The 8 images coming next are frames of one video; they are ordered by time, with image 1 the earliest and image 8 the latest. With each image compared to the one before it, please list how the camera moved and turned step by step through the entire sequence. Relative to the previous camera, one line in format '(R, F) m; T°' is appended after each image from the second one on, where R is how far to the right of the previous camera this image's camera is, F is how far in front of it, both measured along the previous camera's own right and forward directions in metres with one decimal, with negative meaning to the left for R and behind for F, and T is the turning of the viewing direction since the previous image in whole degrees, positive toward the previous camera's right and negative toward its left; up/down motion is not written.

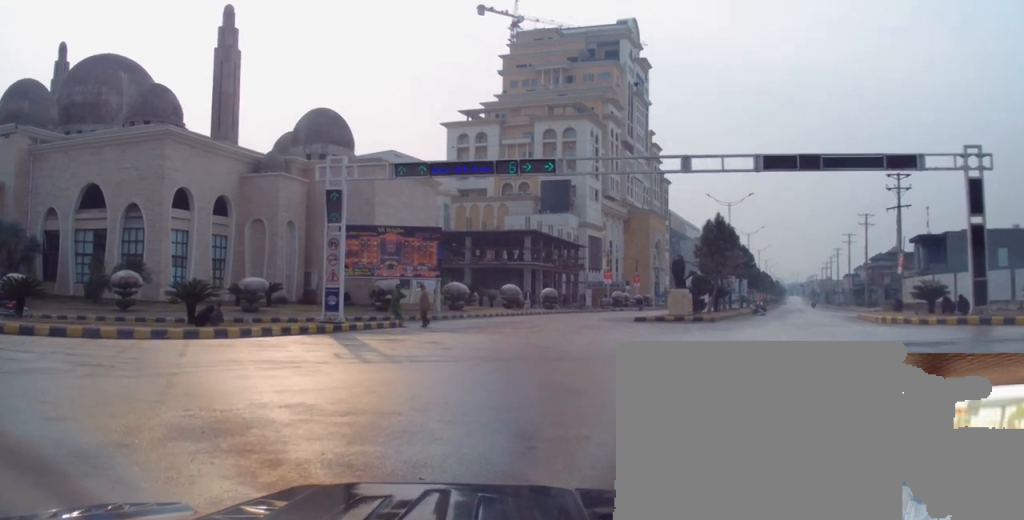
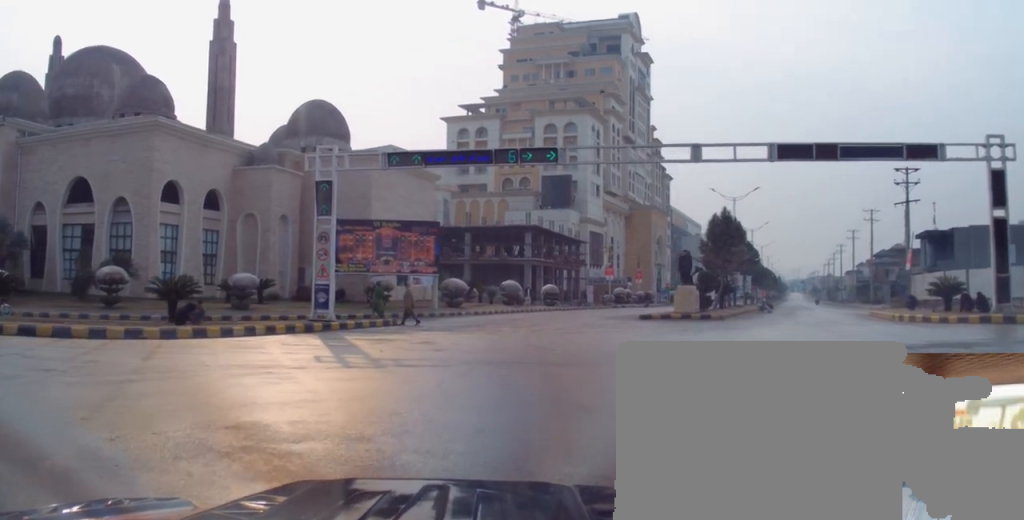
(0.0, +1.6) m; 0°
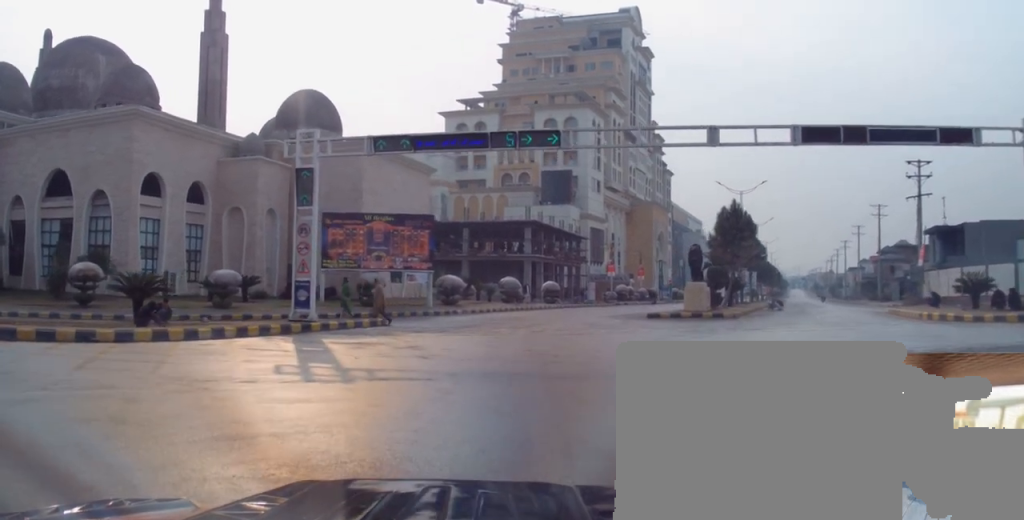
(0.0, +2.3) m; -1°
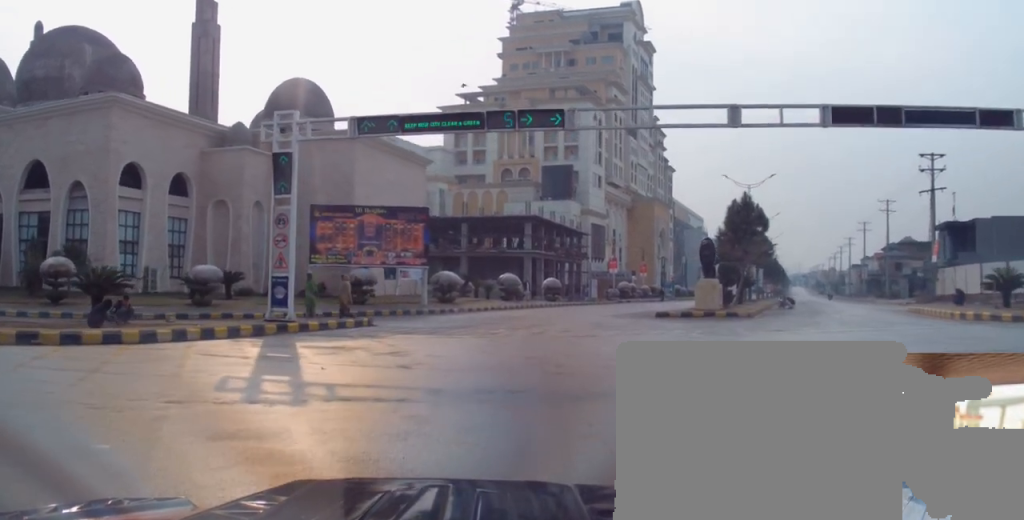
(+0.1, +2.3) m; -3°
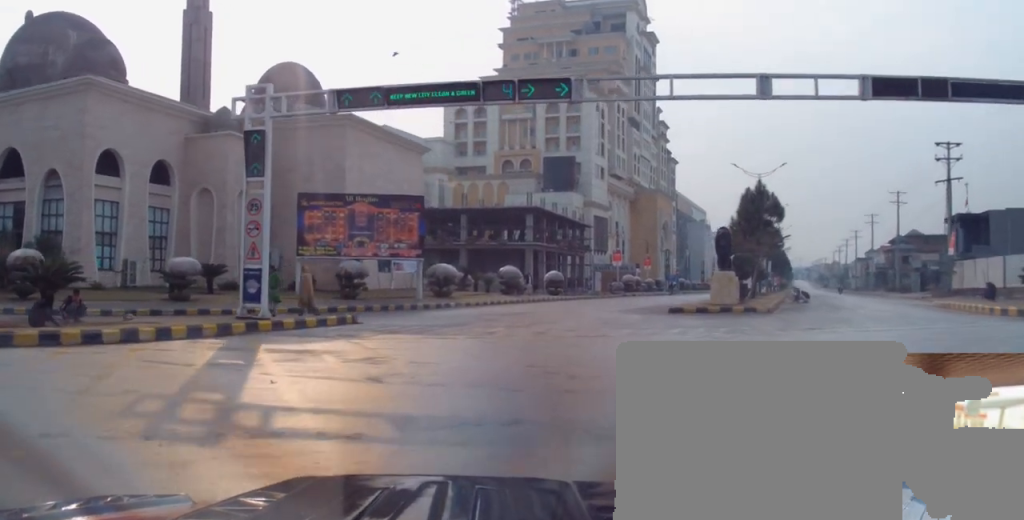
(-0.1, +2.3) m; +3°
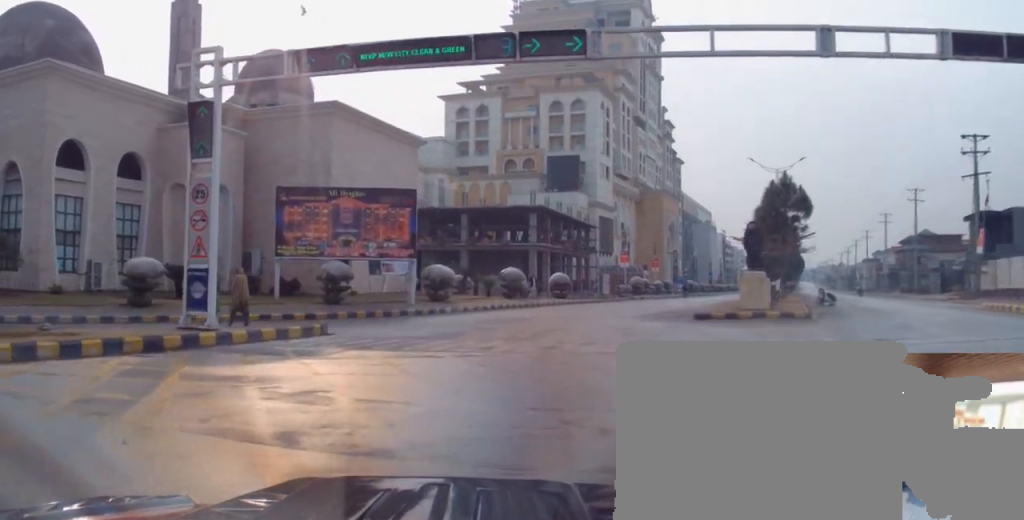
(+0.1, +3.4) m; +7°
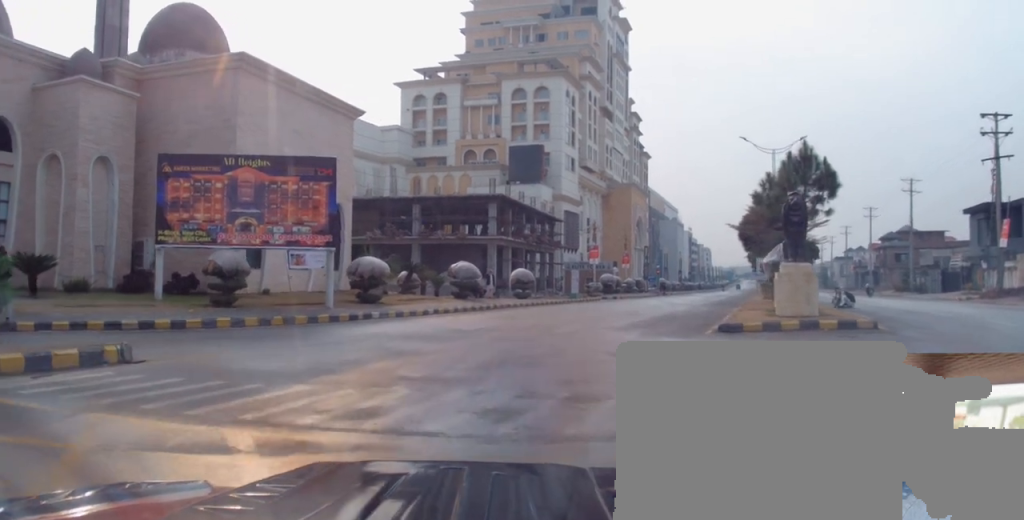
(+0.3, +7.5) m; -4°
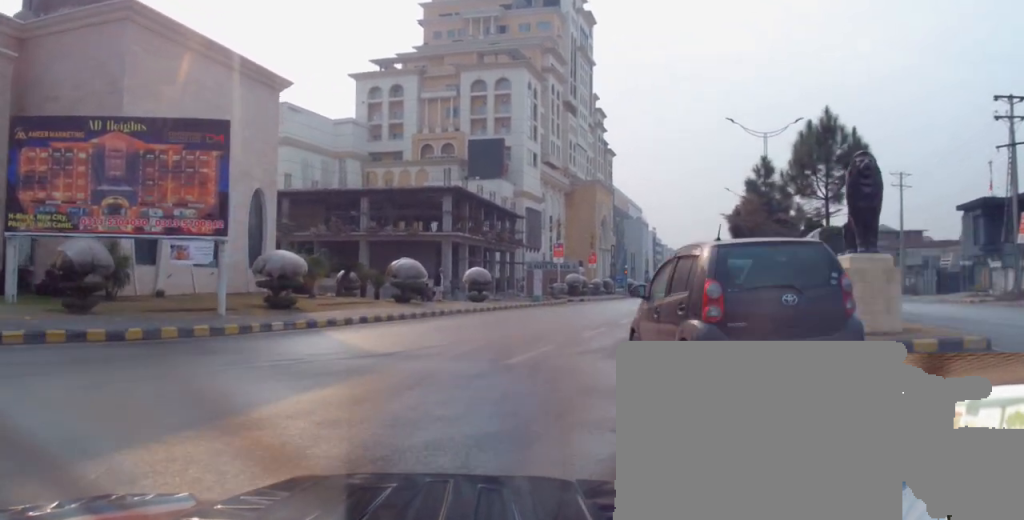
(-0.1, +6.1) m; +1°
